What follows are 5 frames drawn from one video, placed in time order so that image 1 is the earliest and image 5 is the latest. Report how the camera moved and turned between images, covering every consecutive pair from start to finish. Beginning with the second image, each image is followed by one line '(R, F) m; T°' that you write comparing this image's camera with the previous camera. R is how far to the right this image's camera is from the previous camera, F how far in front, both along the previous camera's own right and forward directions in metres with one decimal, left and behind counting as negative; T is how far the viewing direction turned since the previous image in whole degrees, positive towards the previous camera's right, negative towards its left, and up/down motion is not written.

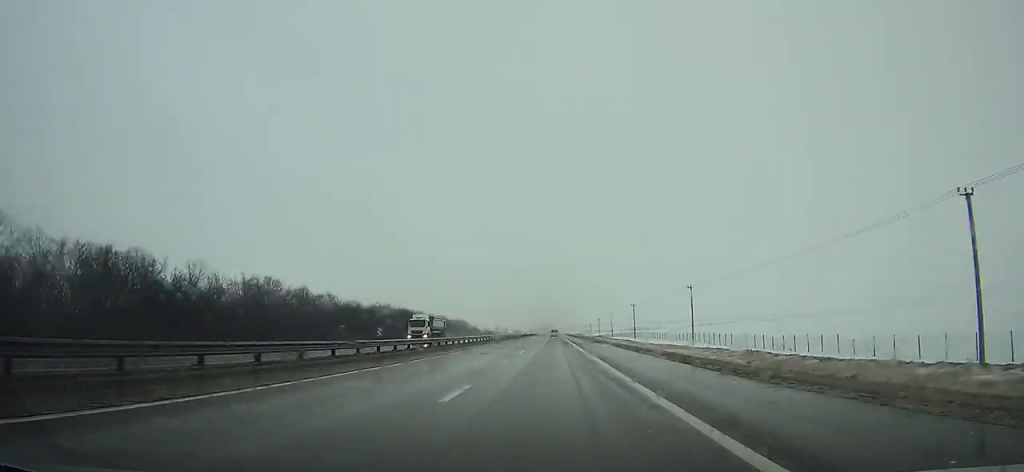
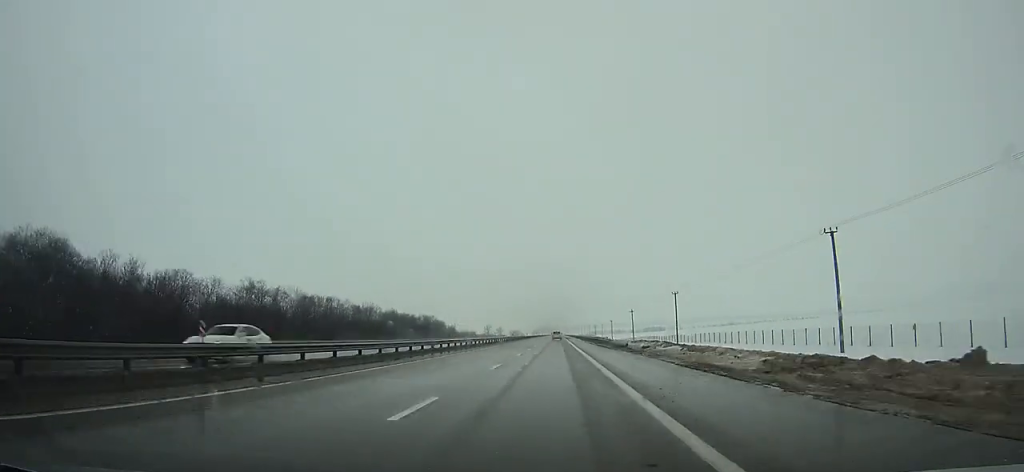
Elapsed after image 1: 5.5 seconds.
(-0.1, +110.8) m; 0°
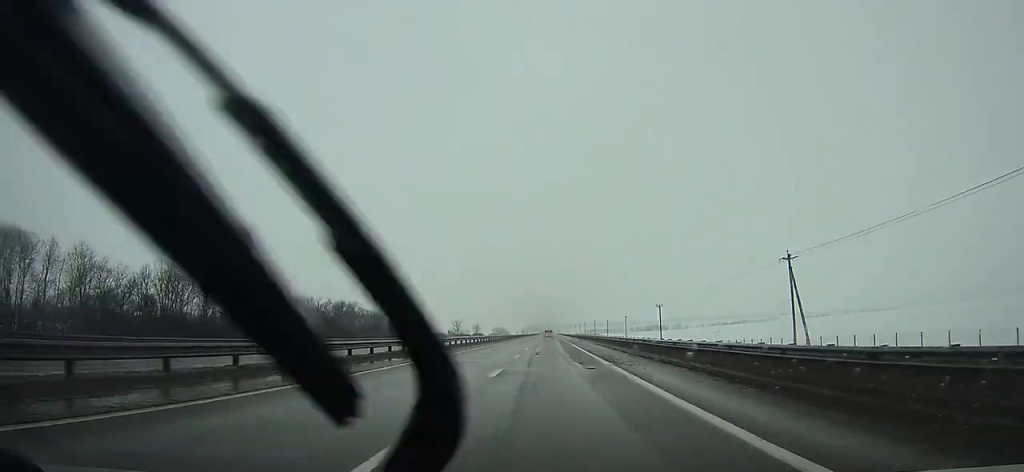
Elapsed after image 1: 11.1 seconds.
(+0.3, +111.1) m; +1°
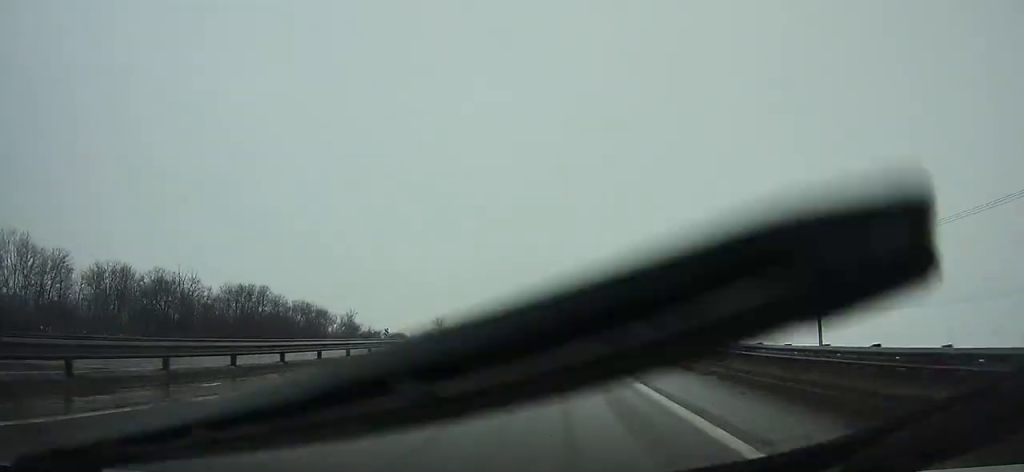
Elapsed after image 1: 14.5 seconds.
(0.0, +66.4) m; 0°
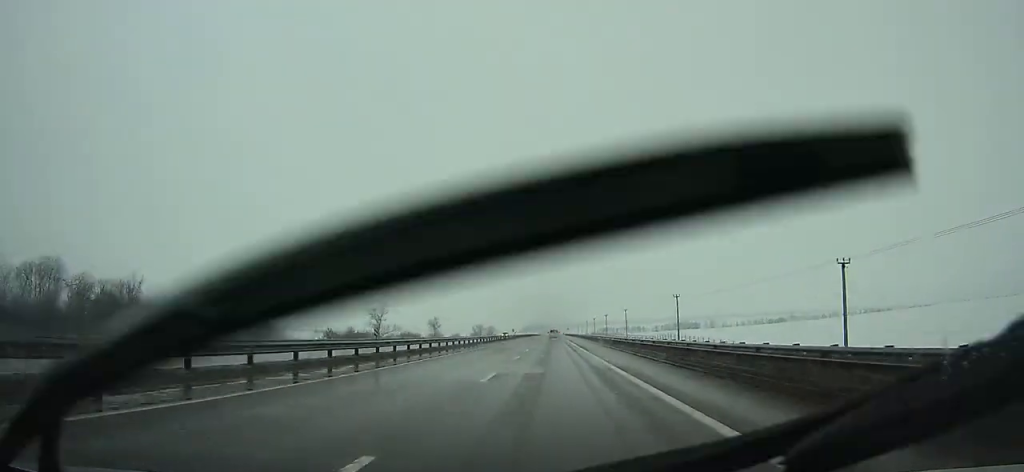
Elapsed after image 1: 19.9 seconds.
(-0.2, +104.4) m; 0°
